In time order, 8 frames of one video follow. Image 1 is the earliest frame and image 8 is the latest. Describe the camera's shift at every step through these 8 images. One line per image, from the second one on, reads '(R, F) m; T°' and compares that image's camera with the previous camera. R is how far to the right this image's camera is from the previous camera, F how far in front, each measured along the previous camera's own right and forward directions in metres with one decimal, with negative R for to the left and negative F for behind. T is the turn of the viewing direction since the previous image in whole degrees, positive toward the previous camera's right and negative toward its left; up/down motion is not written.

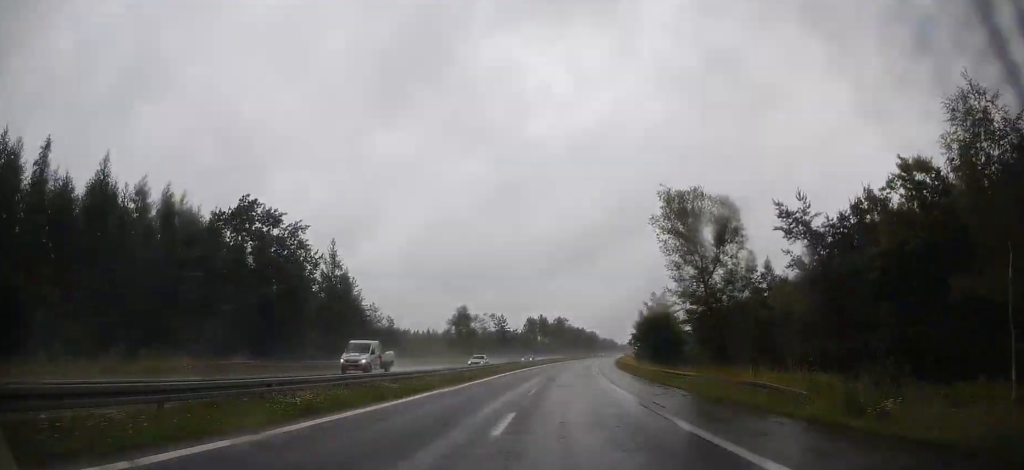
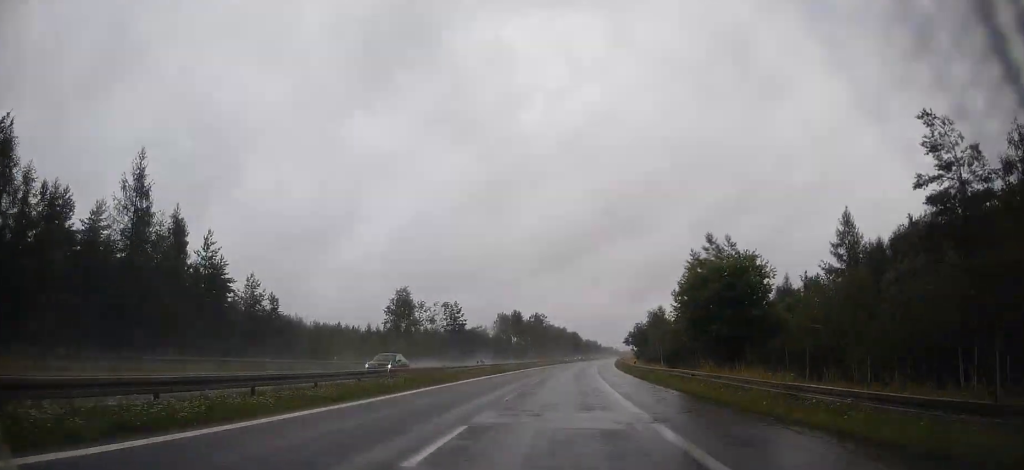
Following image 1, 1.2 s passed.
(+0.5, +39.0) m; +1°
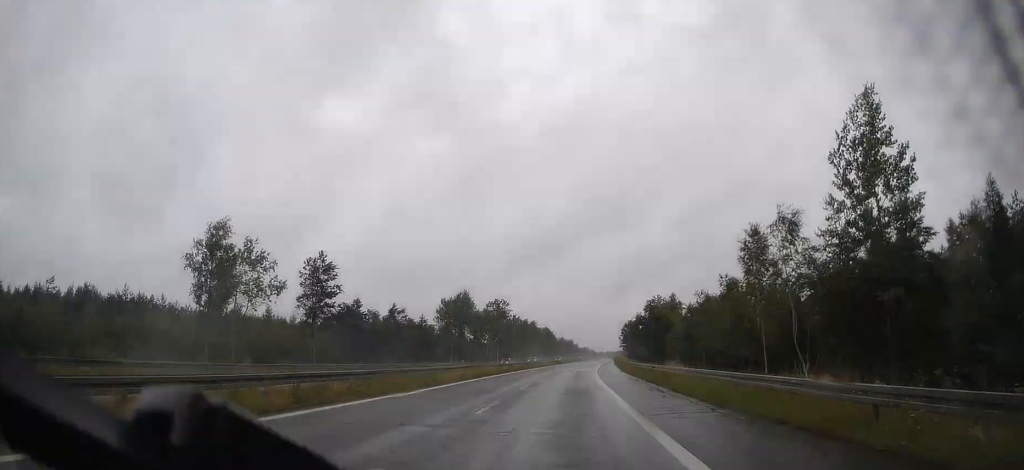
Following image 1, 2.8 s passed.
(+1.0, +52.0) m; +2°
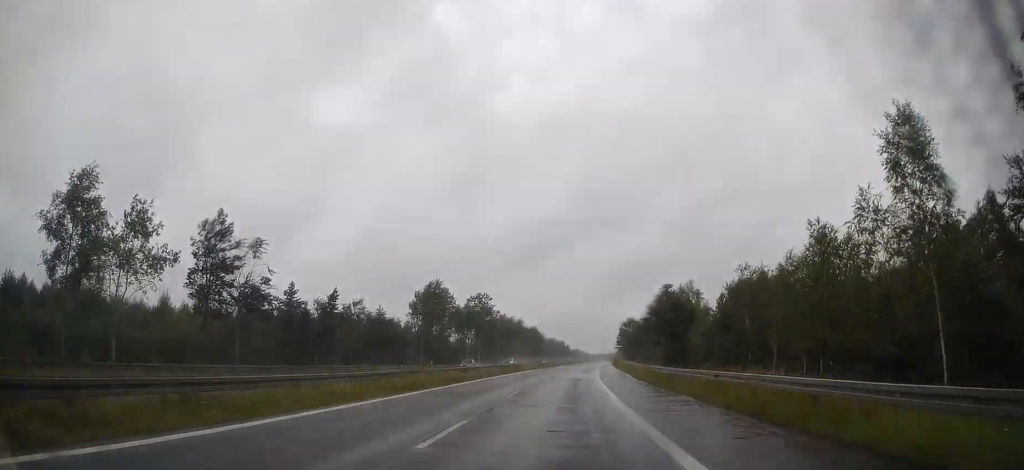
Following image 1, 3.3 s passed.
(0.0, +17.3) m; +1°
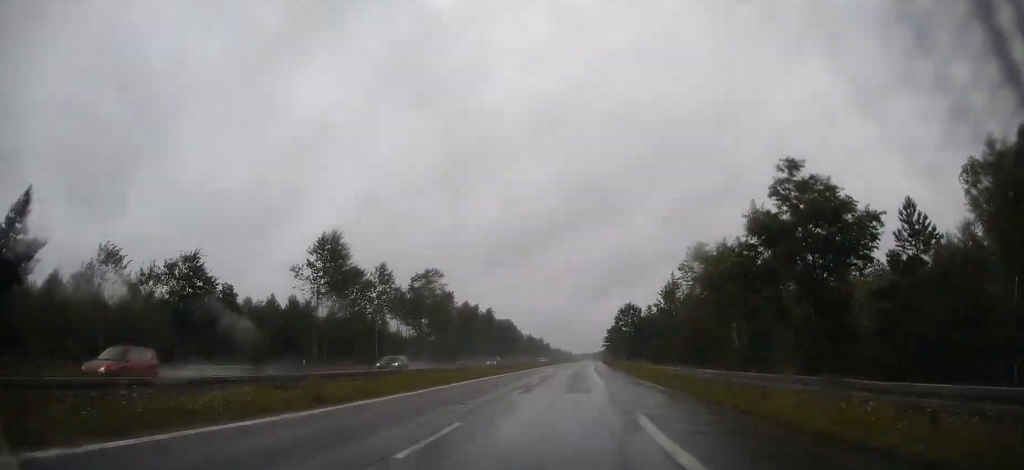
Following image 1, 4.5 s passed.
(+0.5, +36.7) m; +1°
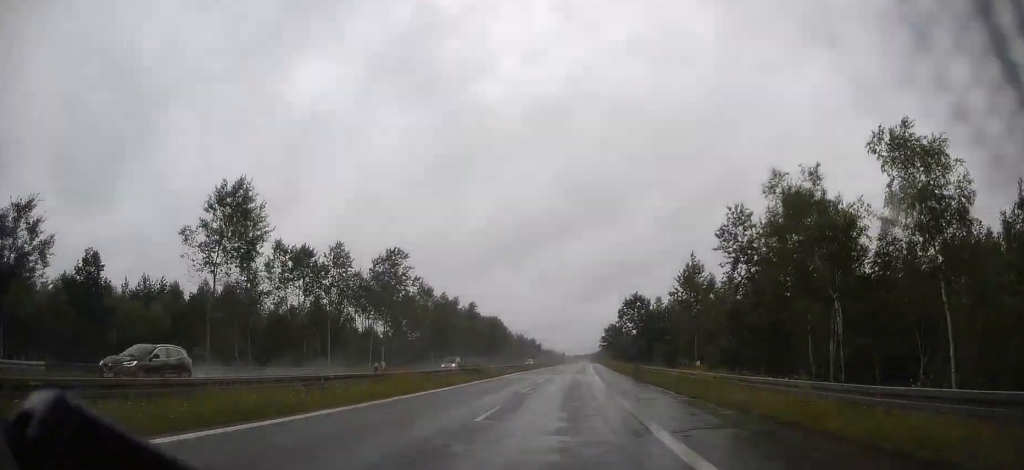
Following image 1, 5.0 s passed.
(+0.1, +18.3) m; +1°
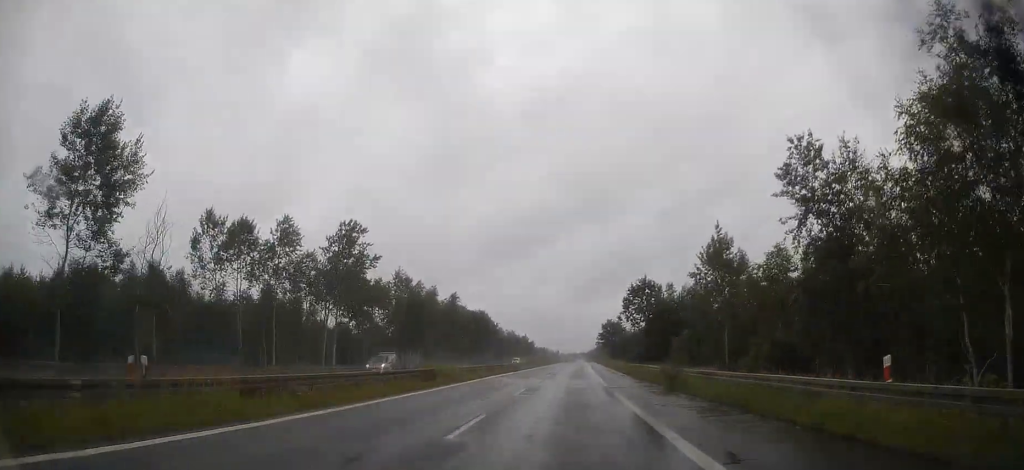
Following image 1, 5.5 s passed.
(-0.1, +15.0) m; +1°
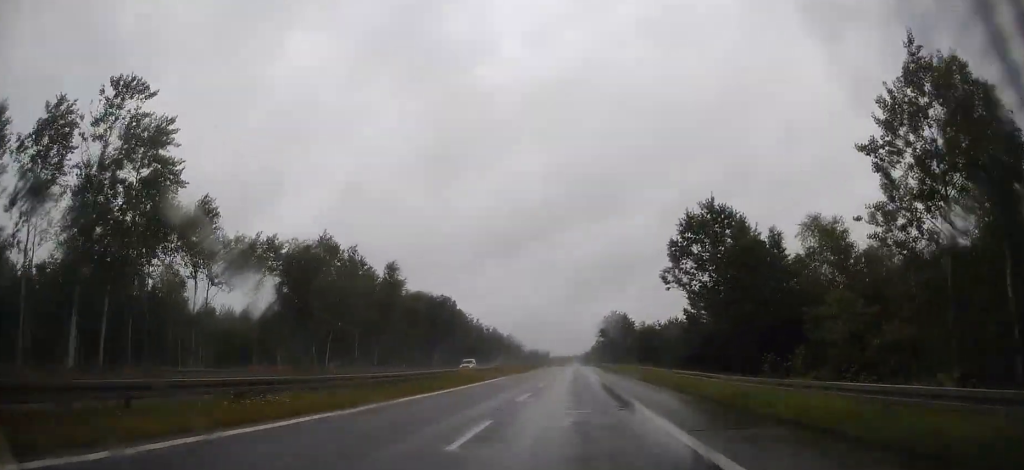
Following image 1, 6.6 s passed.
(+0.8, +36.0) m; +1°
